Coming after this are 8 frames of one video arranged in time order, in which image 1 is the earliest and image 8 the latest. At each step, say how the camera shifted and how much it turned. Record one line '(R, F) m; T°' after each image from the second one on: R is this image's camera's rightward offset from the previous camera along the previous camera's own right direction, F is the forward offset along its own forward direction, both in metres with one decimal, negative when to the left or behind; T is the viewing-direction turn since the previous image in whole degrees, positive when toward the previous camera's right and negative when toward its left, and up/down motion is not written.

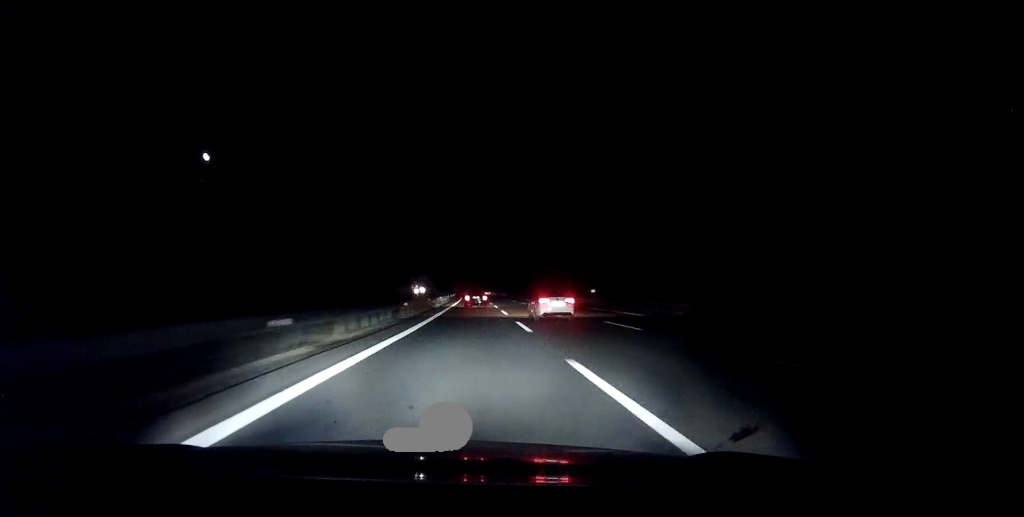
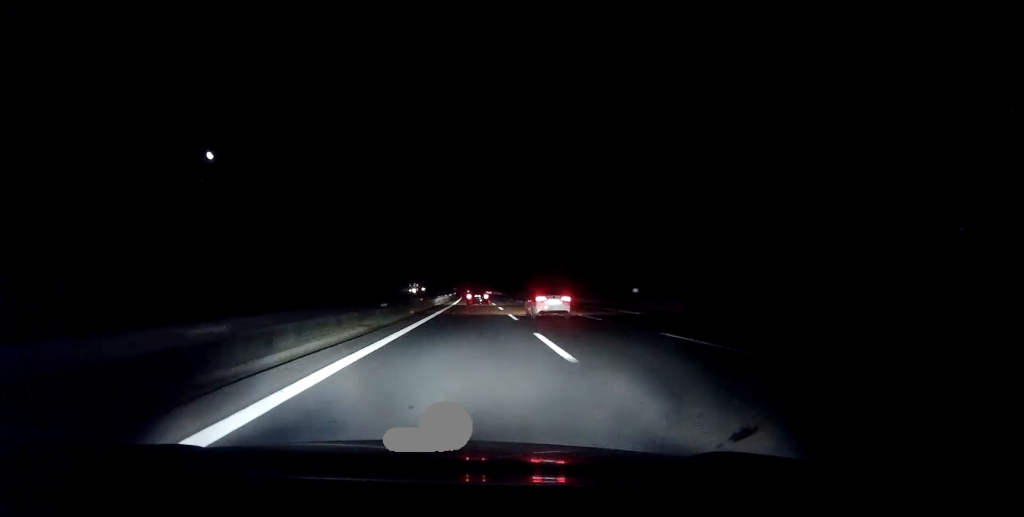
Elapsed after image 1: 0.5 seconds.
(0.0, +22.0) m; 0°
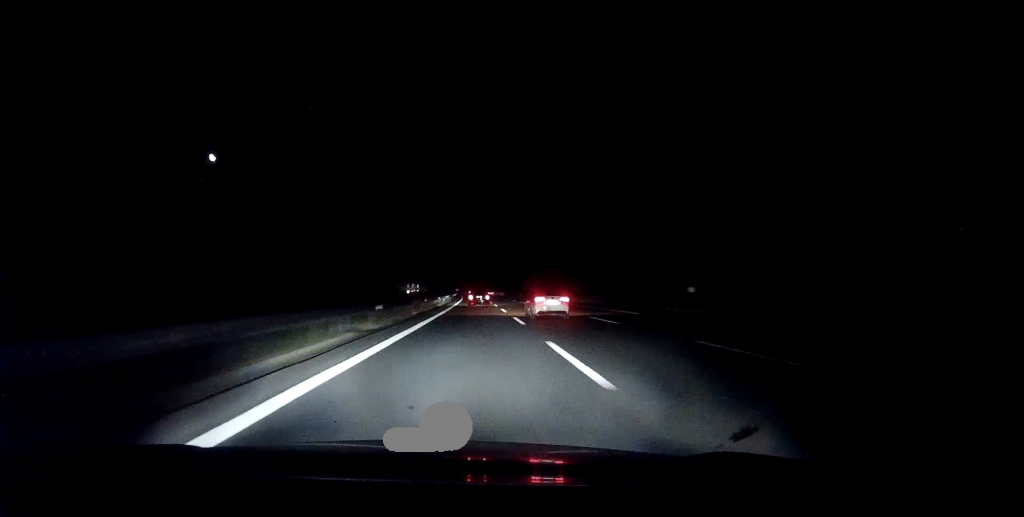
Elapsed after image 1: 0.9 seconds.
(0.0, +16.9) m; 0°
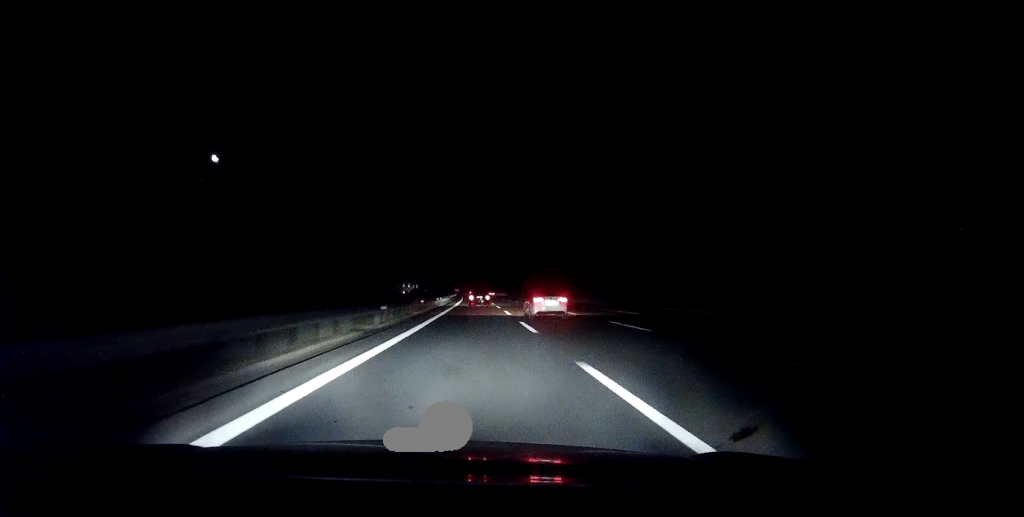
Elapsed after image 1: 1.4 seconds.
(-0.1, +18.6) m; 0°
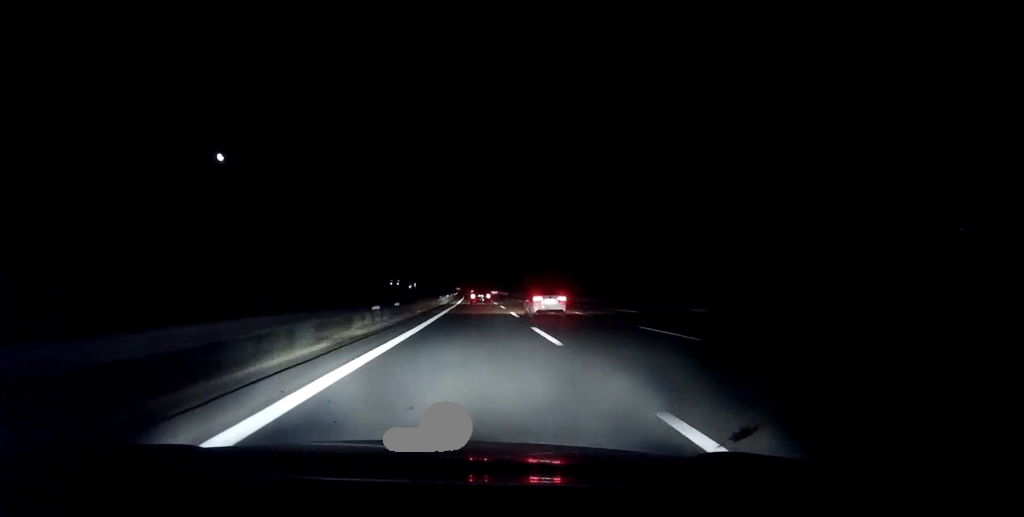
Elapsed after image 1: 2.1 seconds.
(-0.1, +32.0) m; -1°
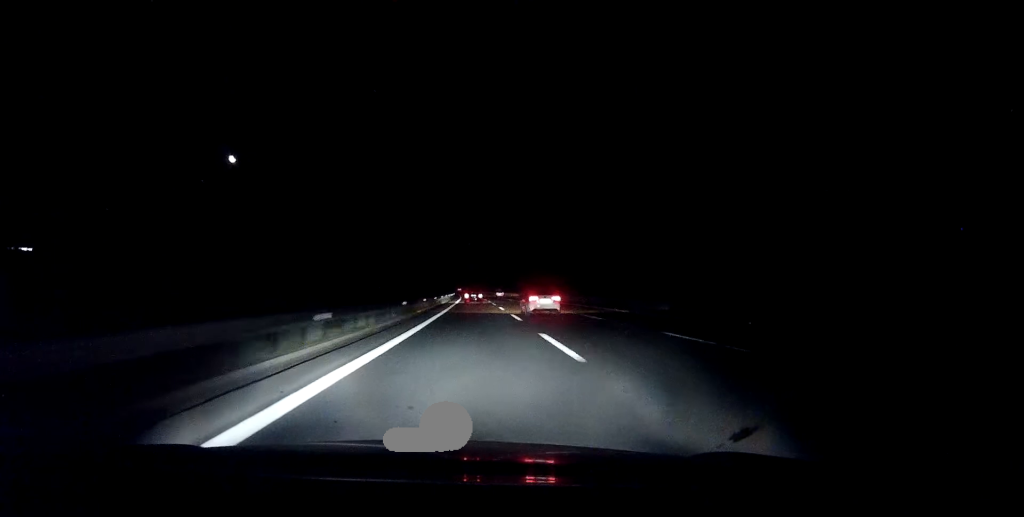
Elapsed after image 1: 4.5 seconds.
(-2.0, +94.8) m; -2°
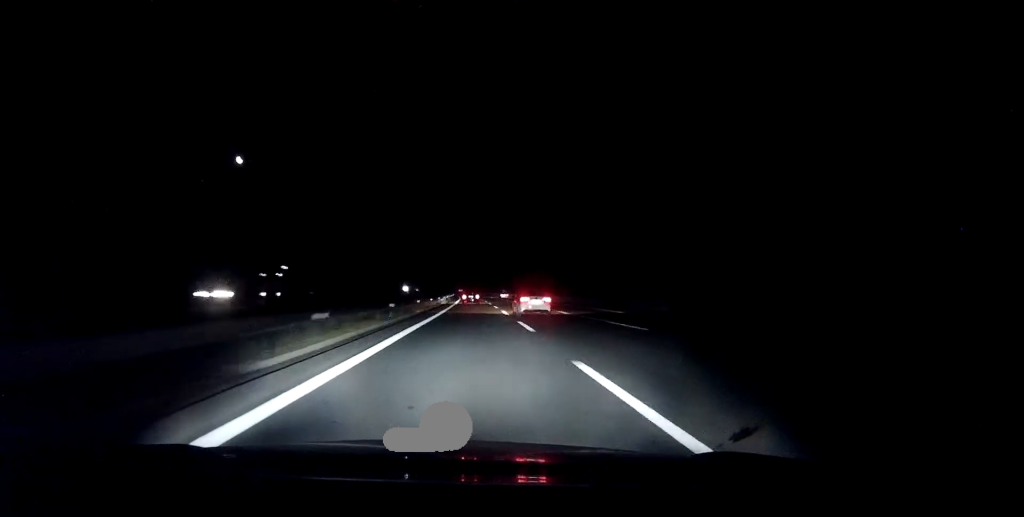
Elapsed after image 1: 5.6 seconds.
(0.0, +40.3) m; 0°
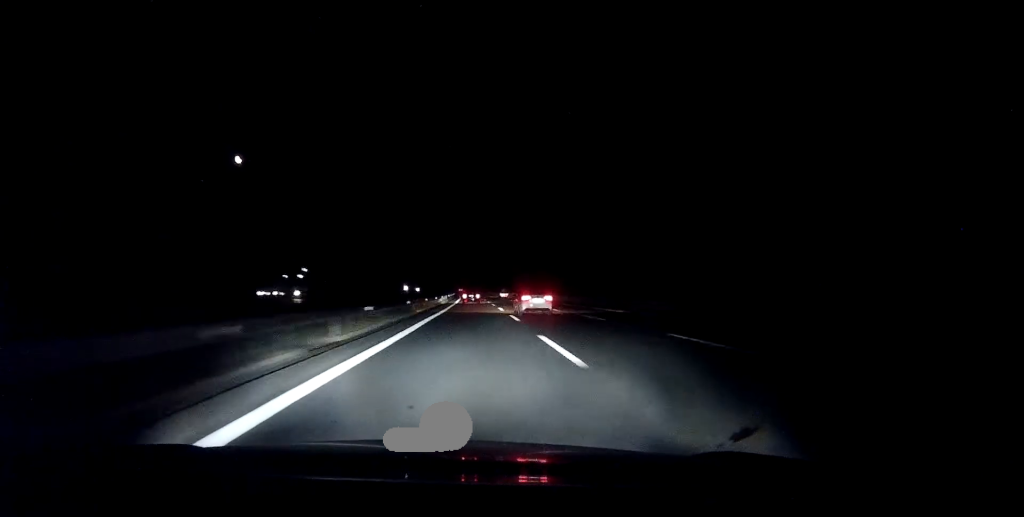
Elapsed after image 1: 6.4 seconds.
(0.0, +33.1) m; 0°
